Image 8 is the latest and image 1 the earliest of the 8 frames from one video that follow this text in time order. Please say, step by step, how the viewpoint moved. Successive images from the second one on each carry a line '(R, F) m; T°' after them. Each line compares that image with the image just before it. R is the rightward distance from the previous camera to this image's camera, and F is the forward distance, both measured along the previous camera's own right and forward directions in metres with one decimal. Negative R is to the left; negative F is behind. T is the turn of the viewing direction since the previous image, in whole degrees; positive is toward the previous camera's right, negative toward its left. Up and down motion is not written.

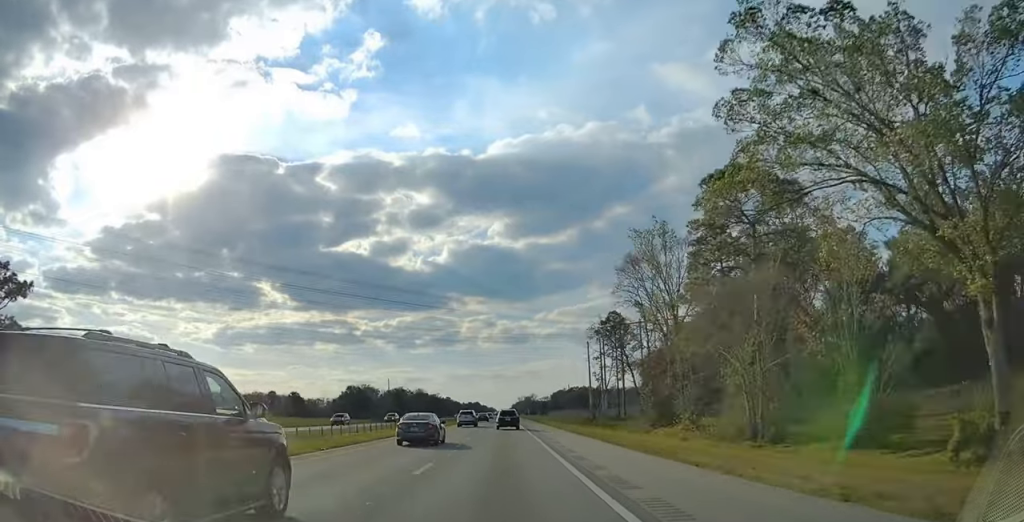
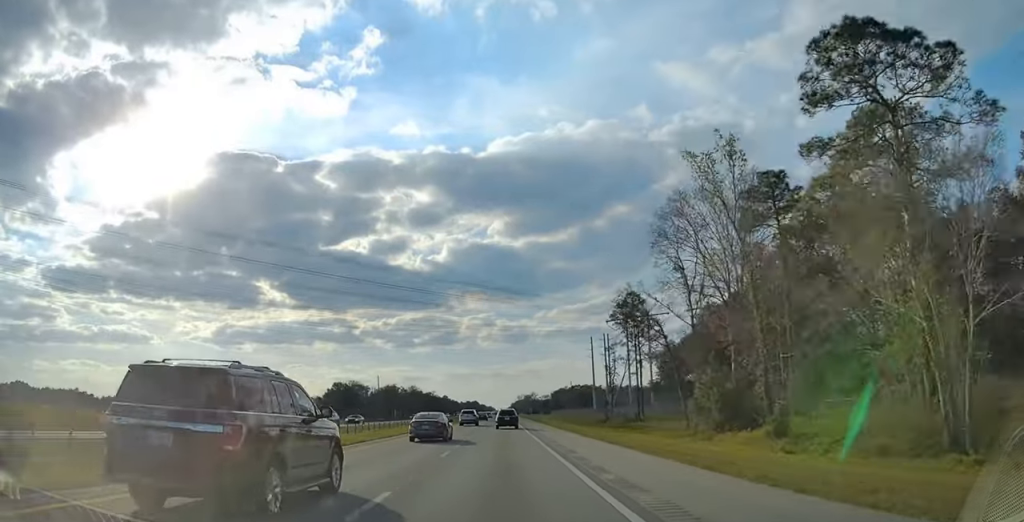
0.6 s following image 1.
(-0.1, +18.7) m; 0°
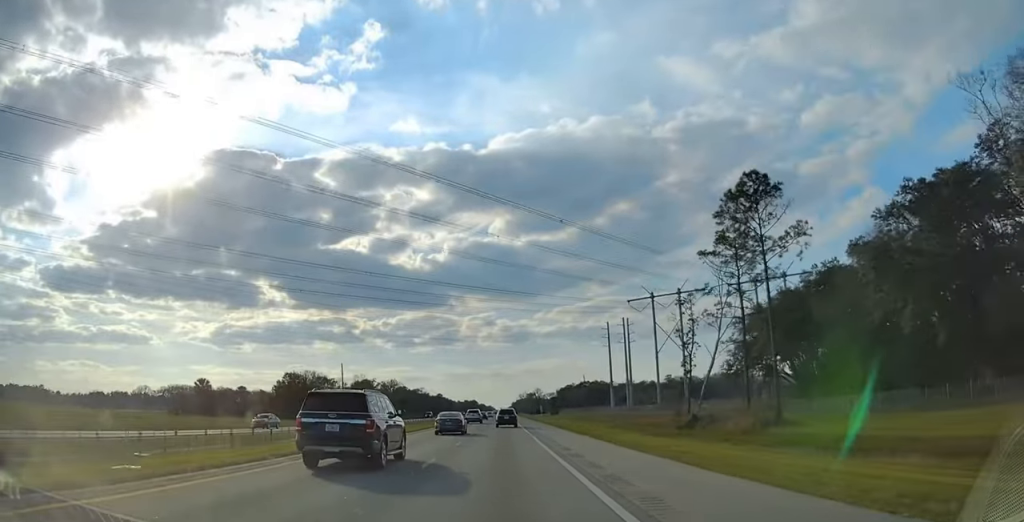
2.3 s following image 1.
(+0.2, +53.2) m; 0°
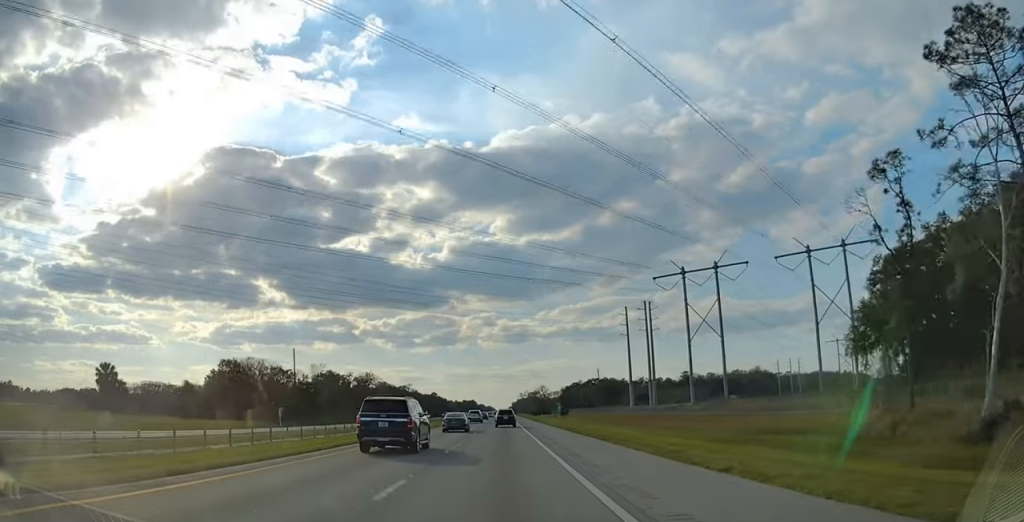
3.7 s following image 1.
(-0.2, +42.8) m; 0°
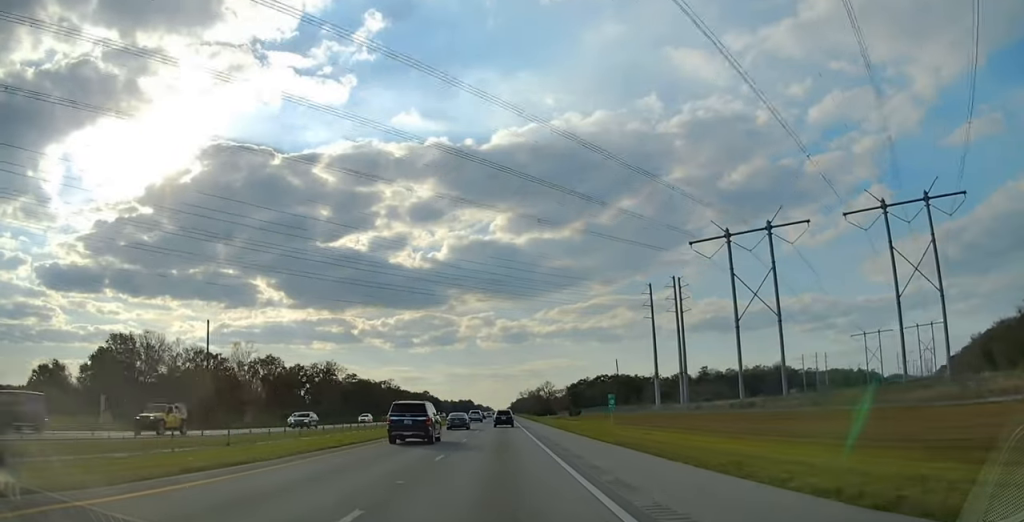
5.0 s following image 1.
(+0.1, +42.8) m; 0°
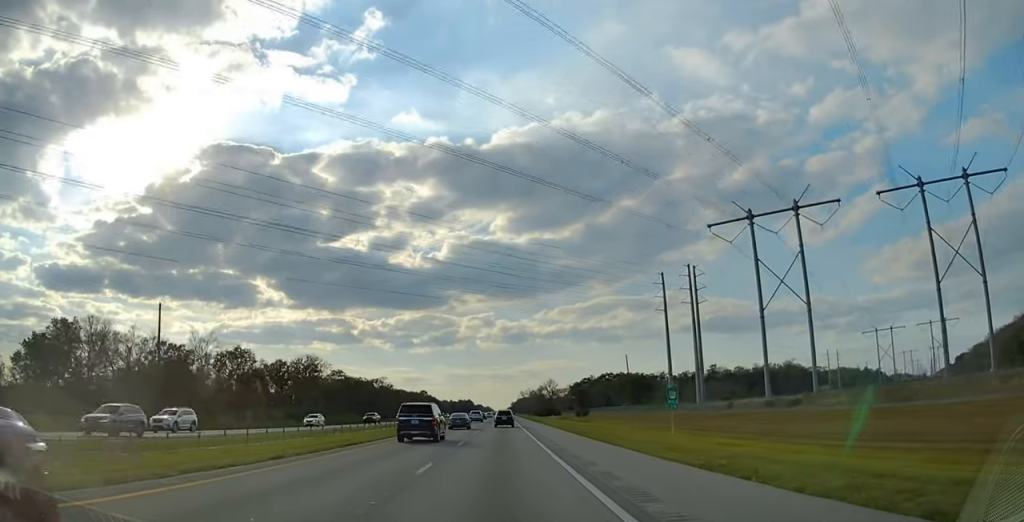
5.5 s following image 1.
(0.0, +15.7) m; 0°
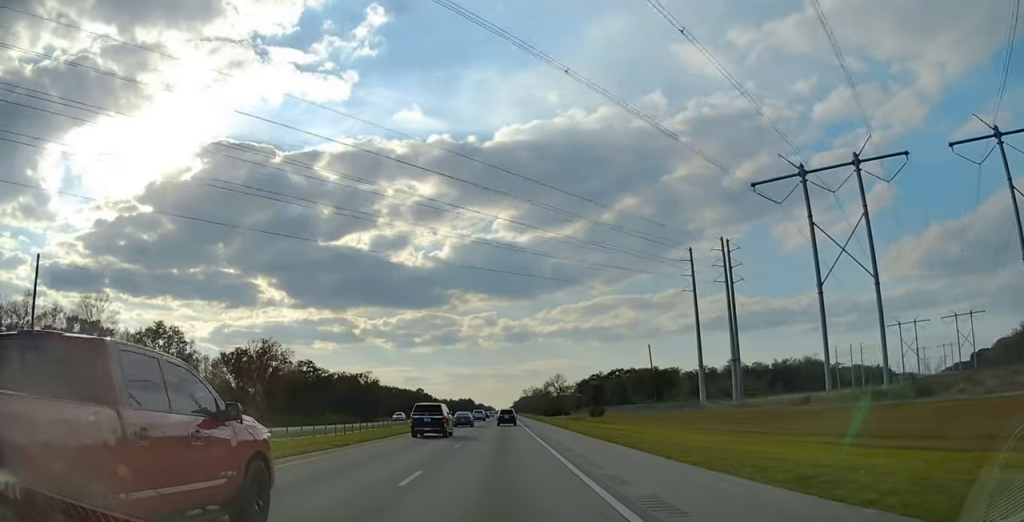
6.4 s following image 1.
(-0.1, +27.1) m; 0°
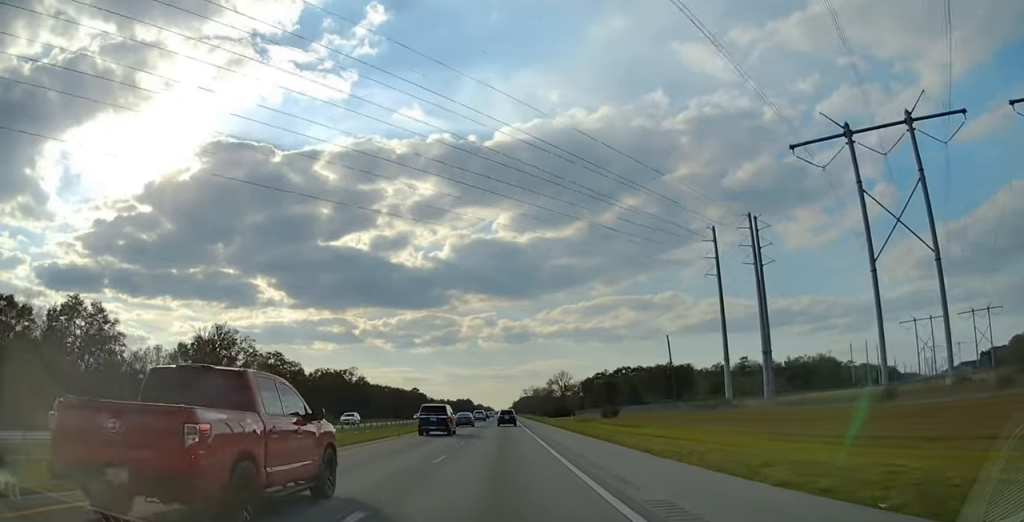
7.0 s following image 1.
(-0.1, +18.8) m; 0°
